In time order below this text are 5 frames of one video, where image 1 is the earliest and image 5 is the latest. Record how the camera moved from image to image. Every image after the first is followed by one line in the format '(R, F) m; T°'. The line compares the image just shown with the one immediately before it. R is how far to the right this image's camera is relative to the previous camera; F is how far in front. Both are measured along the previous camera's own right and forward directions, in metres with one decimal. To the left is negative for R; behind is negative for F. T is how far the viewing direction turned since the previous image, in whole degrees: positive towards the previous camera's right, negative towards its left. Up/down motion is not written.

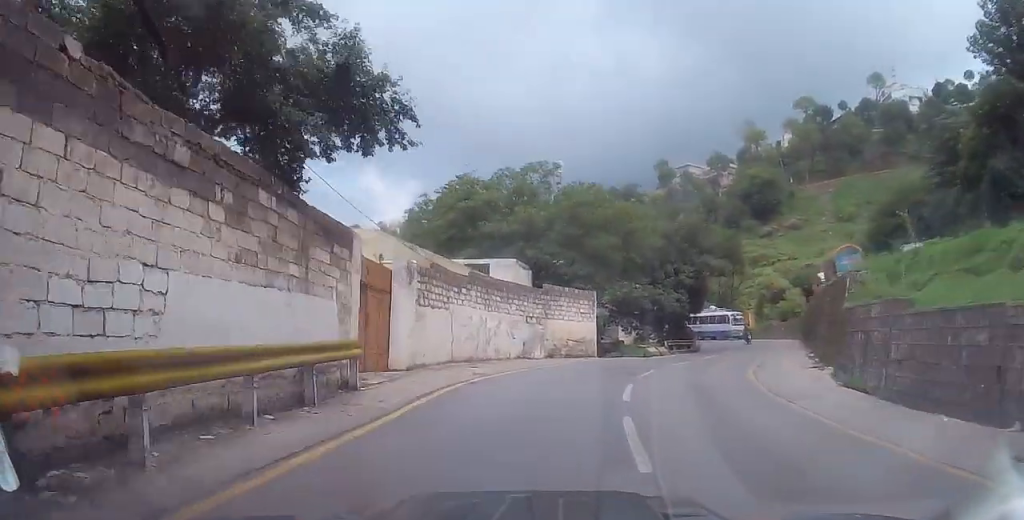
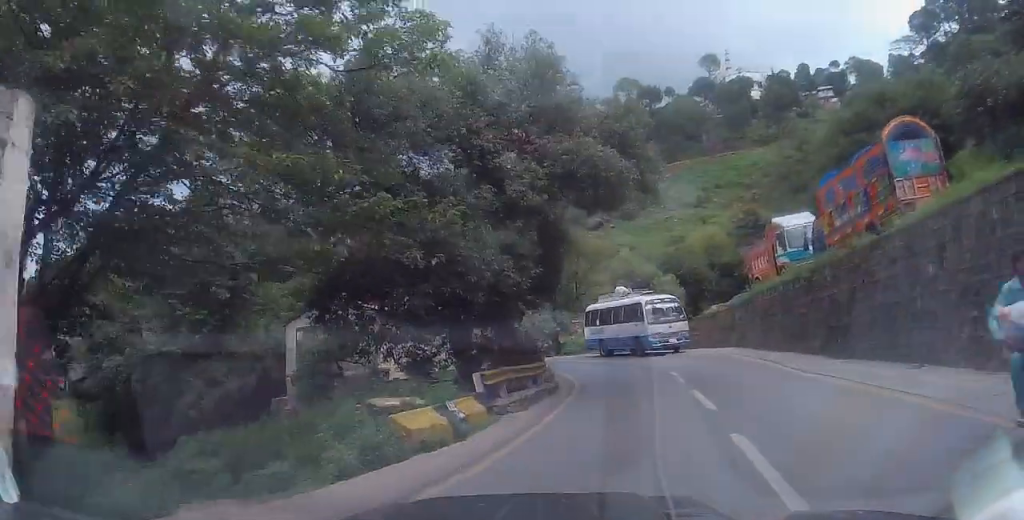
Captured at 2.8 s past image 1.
(+4.2, +26.5) m; +16°
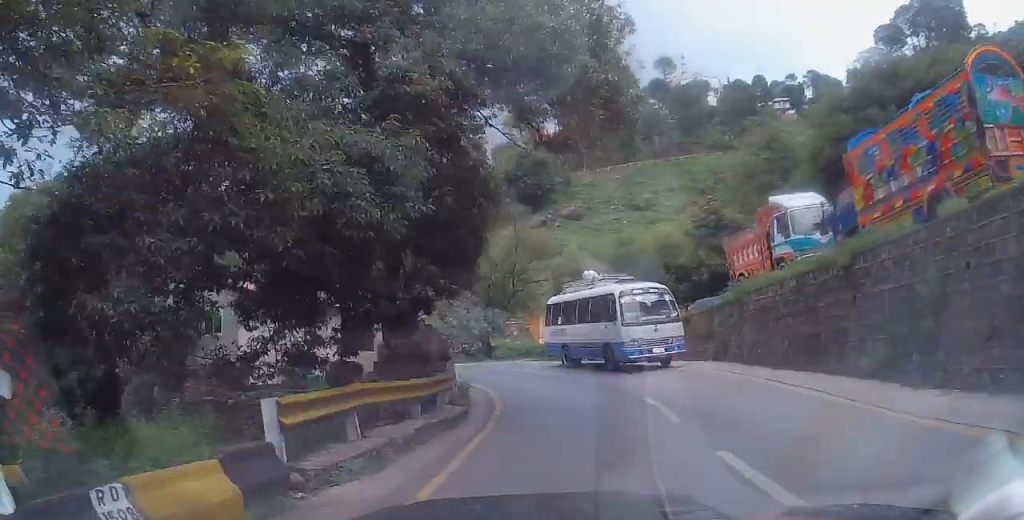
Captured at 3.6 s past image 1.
(+0.1, +6.8) m; +3°
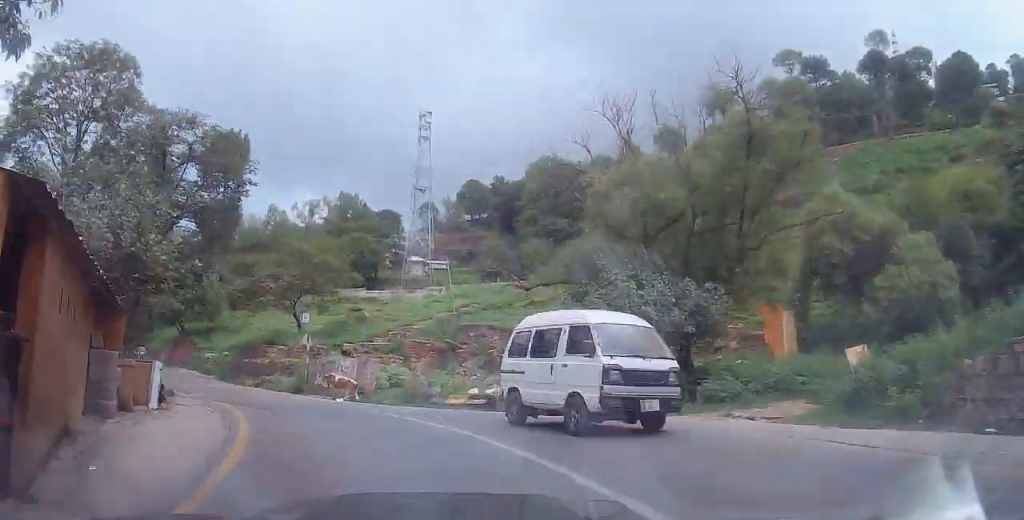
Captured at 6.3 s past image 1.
(-1.3, +23.1) m; -23°
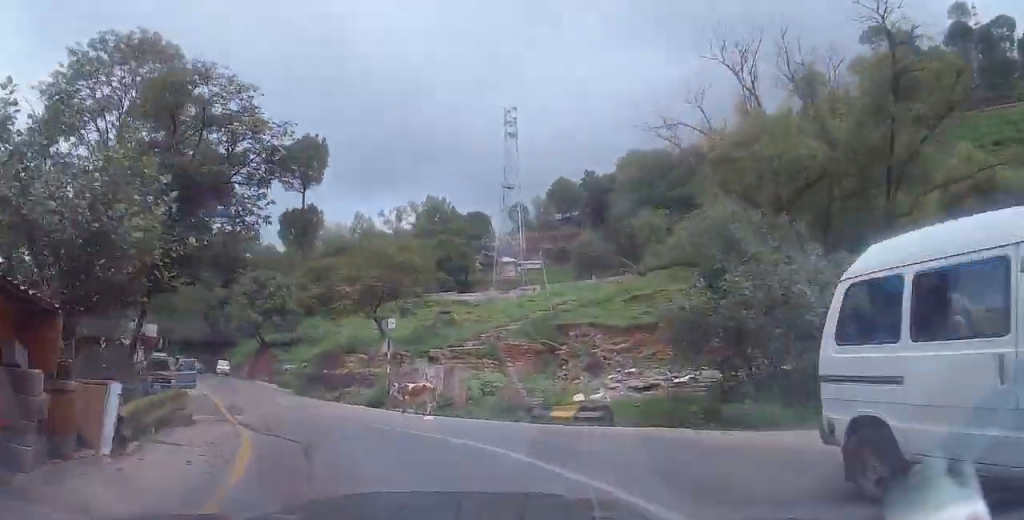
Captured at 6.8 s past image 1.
(-0.3, +3.5) m; -5°
